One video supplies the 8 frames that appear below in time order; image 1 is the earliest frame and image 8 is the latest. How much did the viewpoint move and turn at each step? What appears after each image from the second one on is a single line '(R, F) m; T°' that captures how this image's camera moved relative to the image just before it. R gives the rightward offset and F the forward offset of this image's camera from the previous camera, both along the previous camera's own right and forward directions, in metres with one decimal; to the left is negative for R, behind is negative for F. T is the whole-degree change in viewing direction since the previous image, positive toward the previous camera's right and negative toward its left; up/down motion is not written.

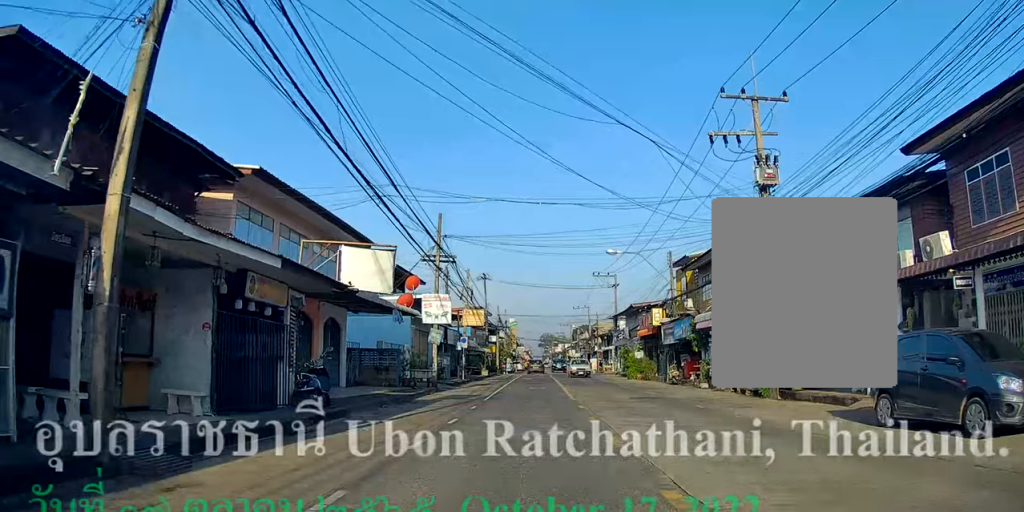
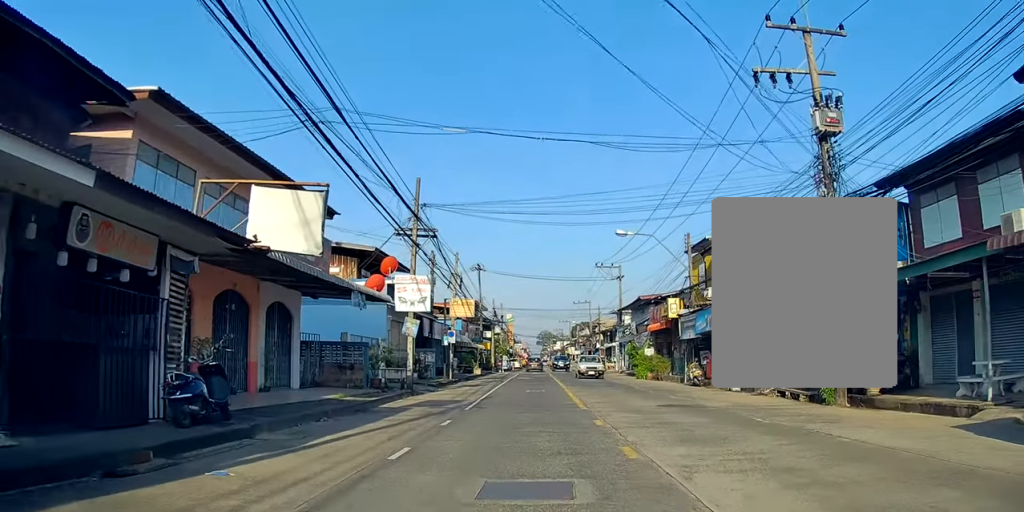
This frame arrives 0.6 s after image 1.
(+0.1, +4.7) m; +2°
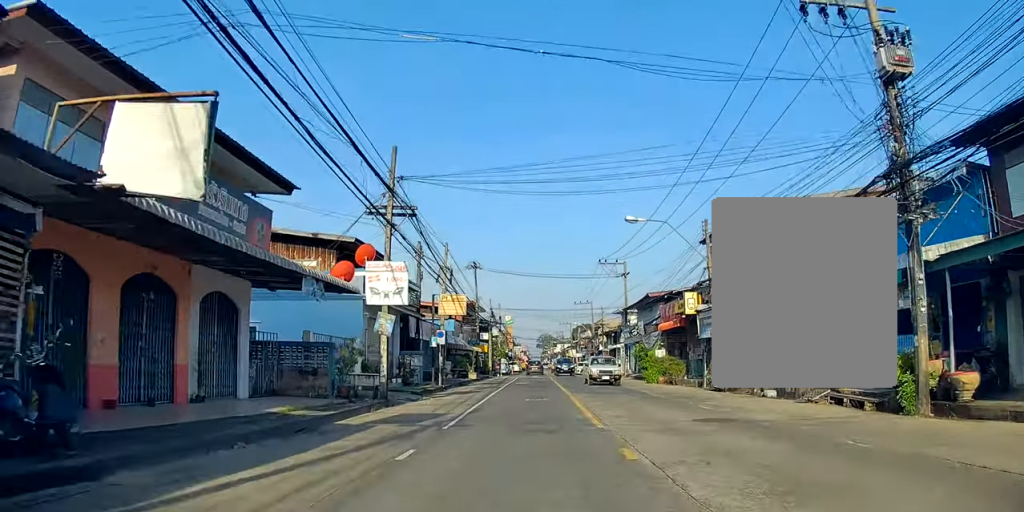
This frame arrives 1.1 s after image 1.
(0.0, +3.9) m; +1°
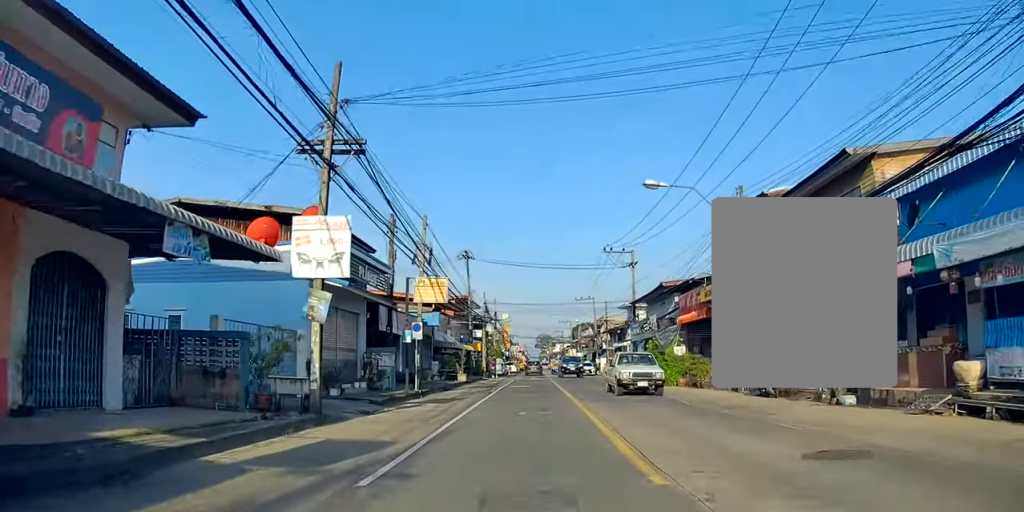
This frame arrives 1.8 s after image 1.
(+0.1, +5.4) m; +1°
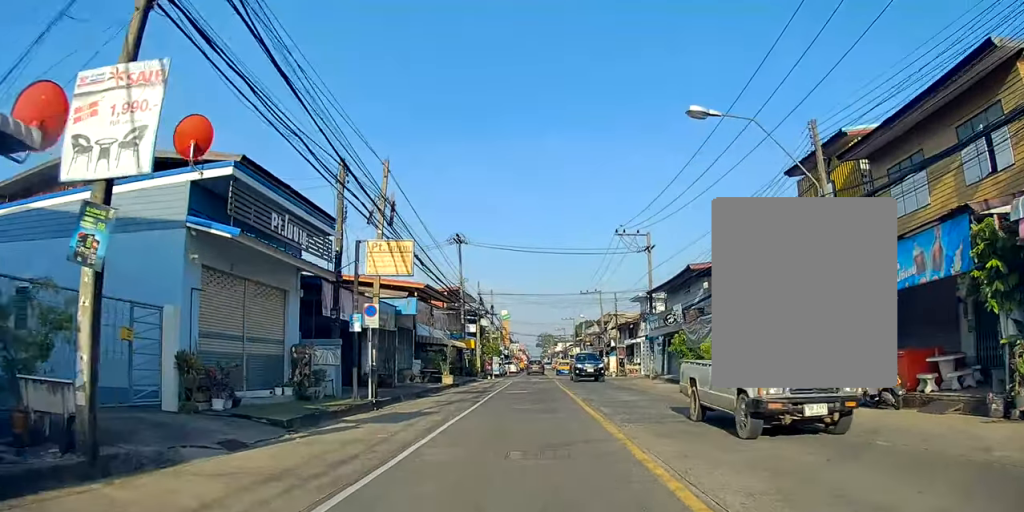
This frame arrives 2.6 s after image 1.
(+0.1, +6.8) m; 0°
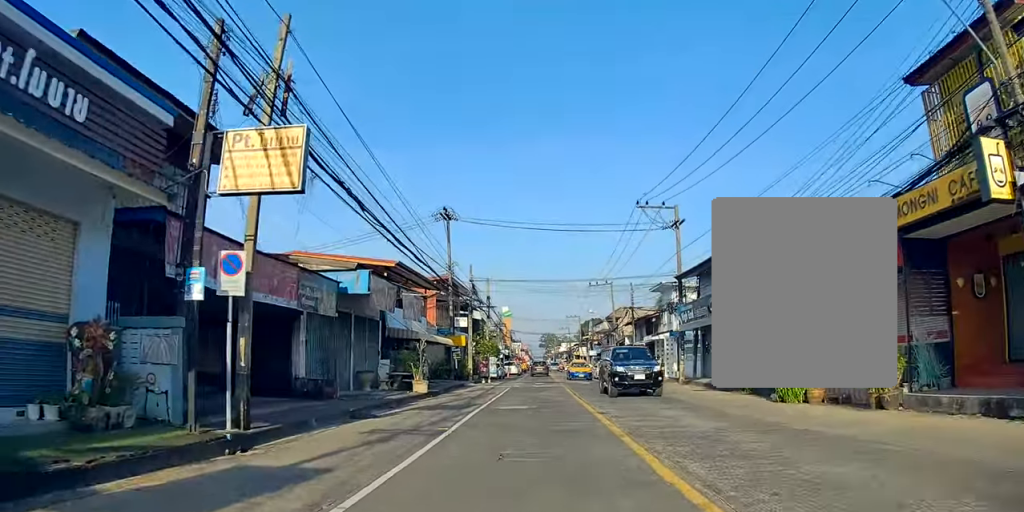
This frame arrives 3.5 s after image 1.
(0.0, +8.3) m; -1°
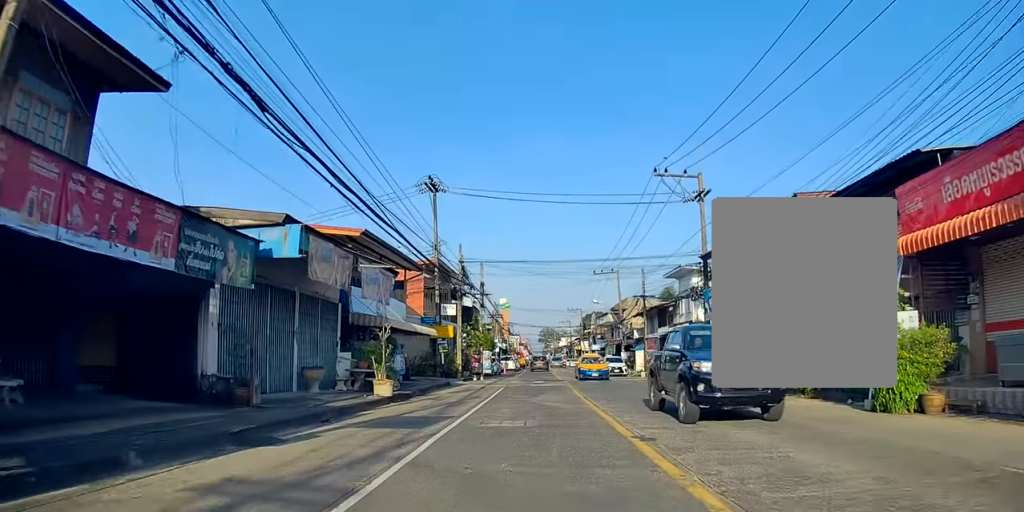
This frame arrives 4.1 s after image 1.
(0.0, +5.6) m; 0°
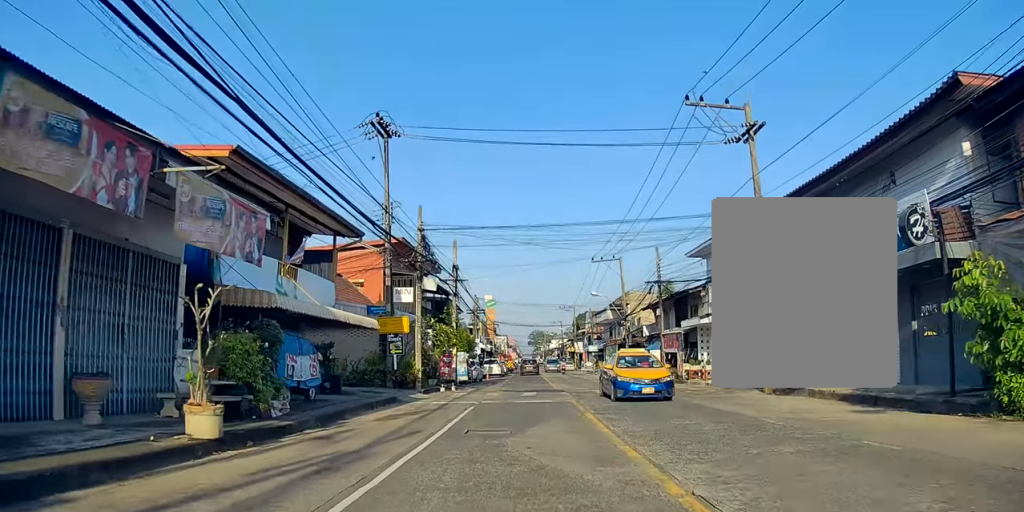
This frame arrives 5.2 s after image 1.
(0.0, +9.8) m; 0°
